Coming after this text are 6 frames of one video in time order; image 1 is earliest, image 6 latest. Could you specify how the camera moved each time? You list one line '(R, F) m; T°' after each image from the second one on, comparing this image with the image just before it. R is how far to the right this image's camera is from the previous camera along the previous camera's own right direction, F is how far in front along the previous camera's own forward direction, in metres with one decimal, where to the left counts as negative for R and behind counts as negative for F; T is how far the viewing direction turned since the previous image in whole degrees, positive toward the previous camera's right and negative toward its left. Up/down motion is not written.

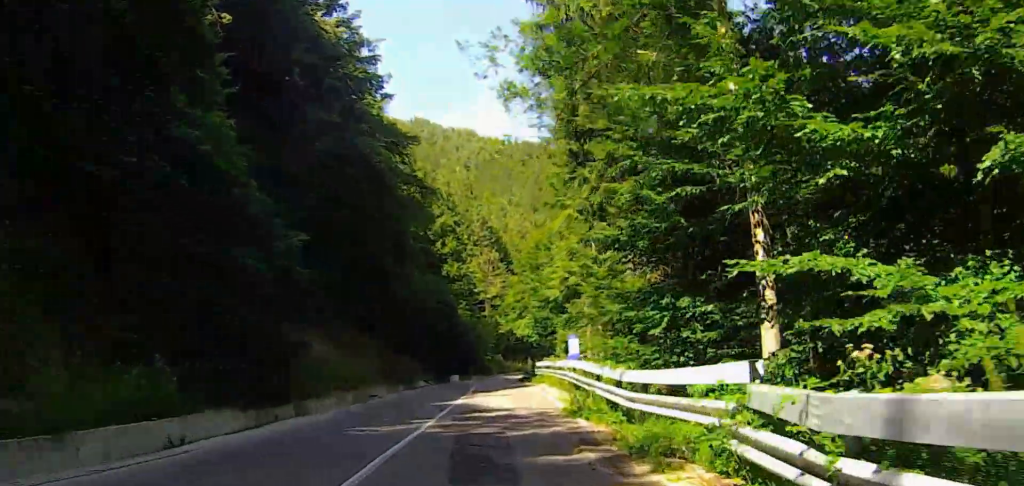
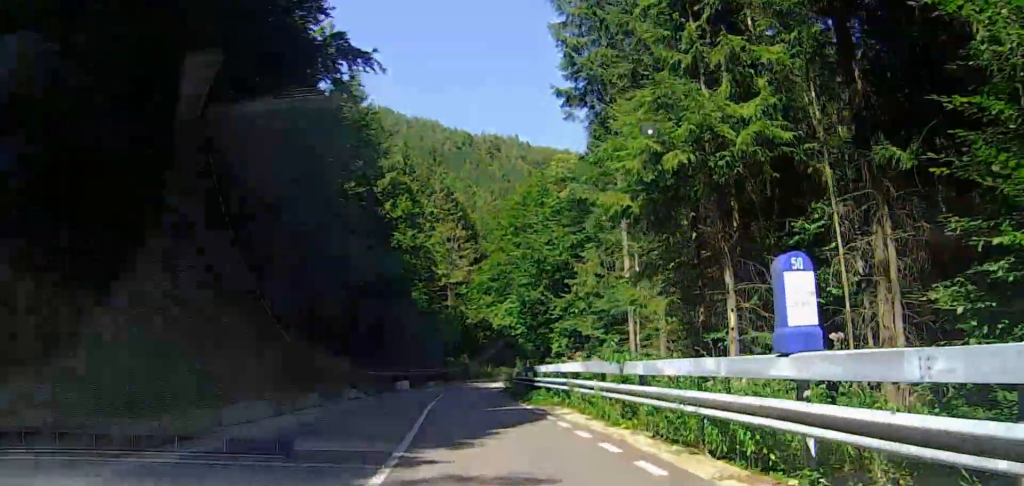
(+1.1, +18.6) m; +6°
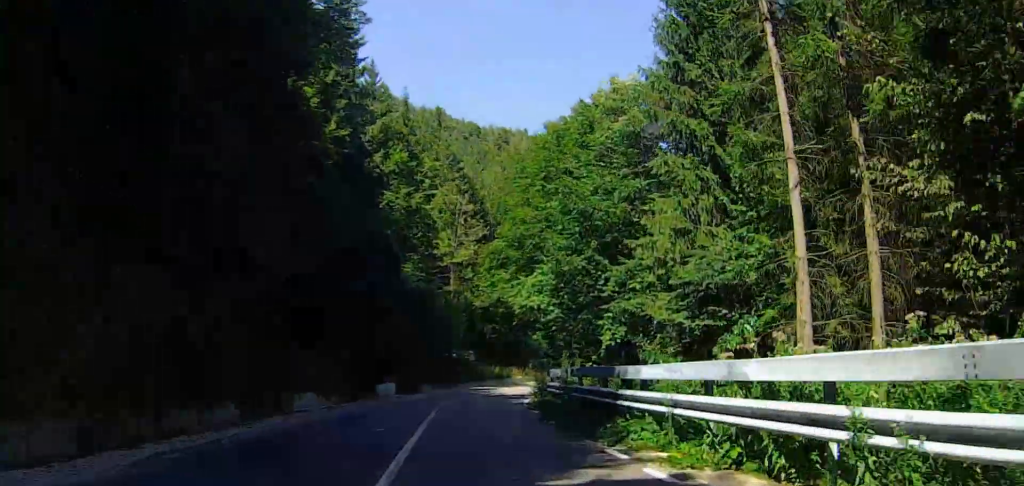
(+0.7, +12.5) m; +2°
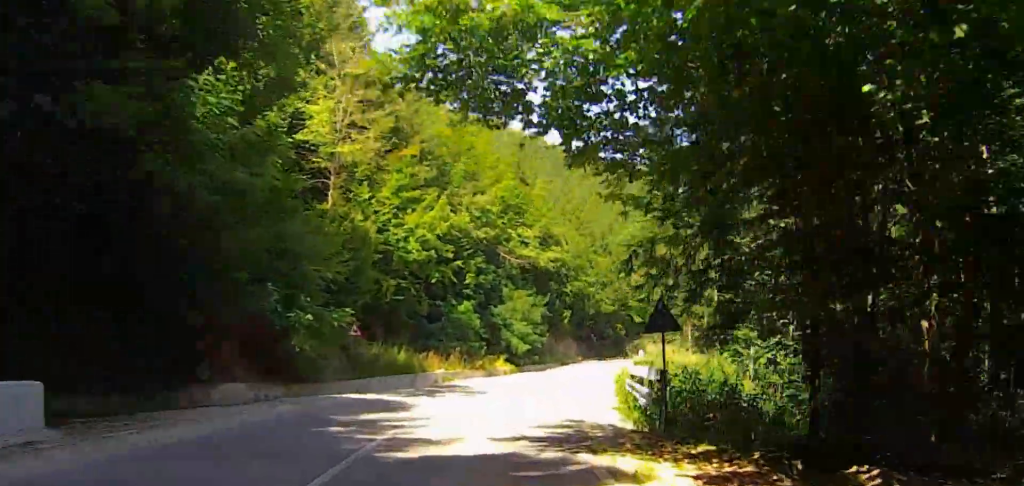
(+0.5, +27.0) m; +6°
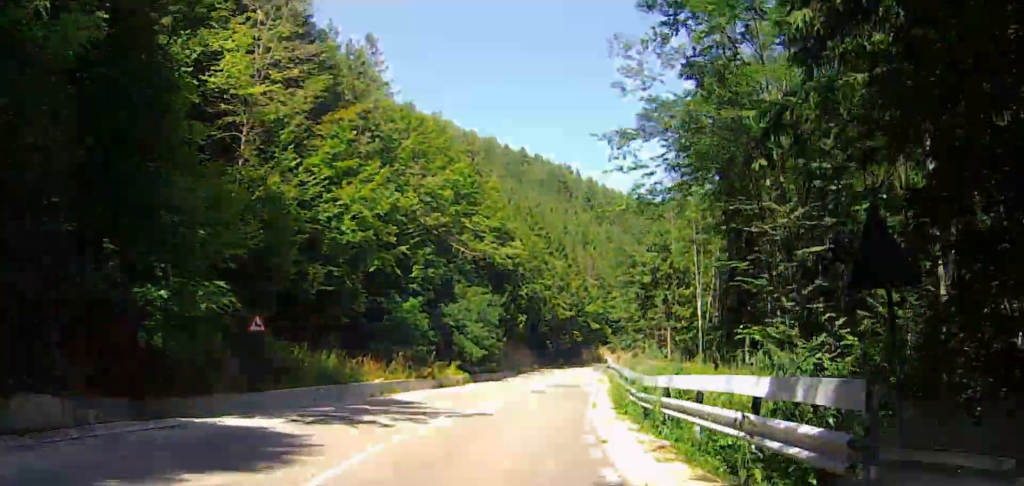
(+0.3, +7.4) m; +3°
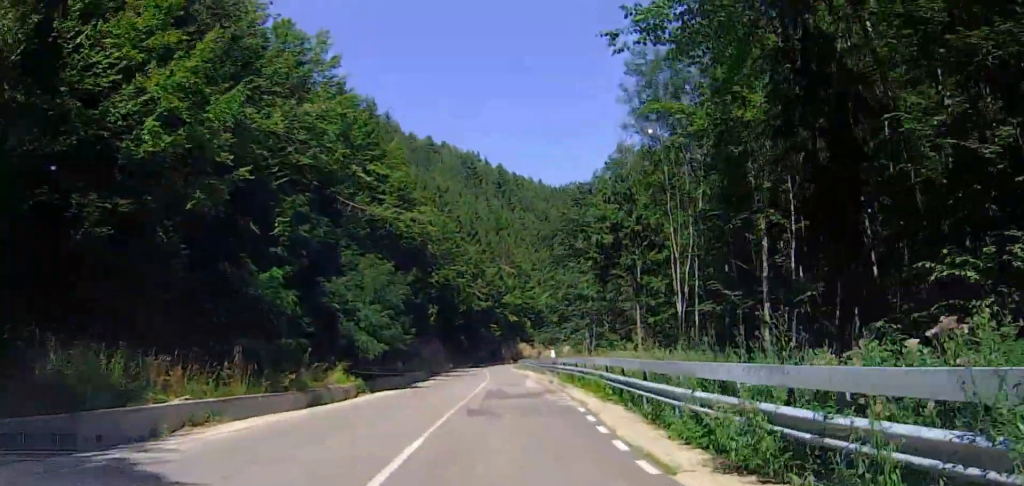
(+0.5, +13.7) m; +6°
